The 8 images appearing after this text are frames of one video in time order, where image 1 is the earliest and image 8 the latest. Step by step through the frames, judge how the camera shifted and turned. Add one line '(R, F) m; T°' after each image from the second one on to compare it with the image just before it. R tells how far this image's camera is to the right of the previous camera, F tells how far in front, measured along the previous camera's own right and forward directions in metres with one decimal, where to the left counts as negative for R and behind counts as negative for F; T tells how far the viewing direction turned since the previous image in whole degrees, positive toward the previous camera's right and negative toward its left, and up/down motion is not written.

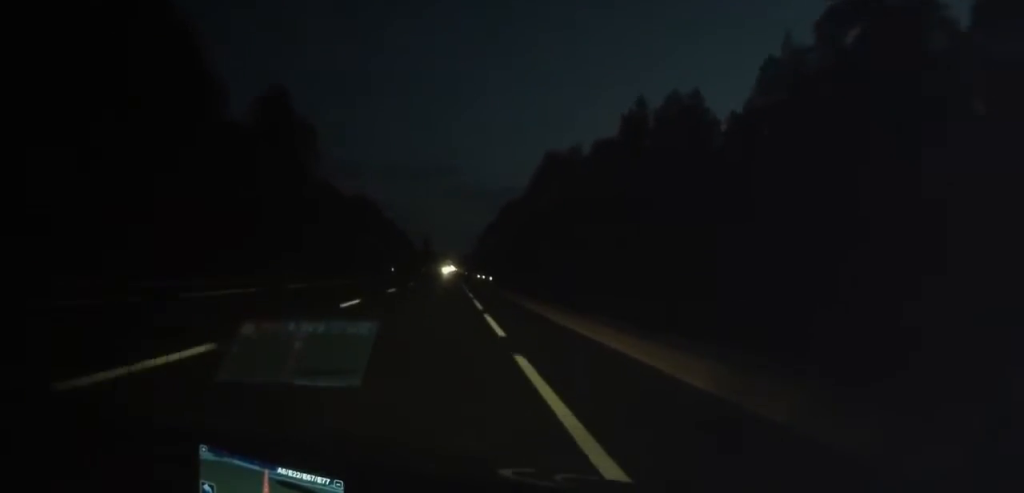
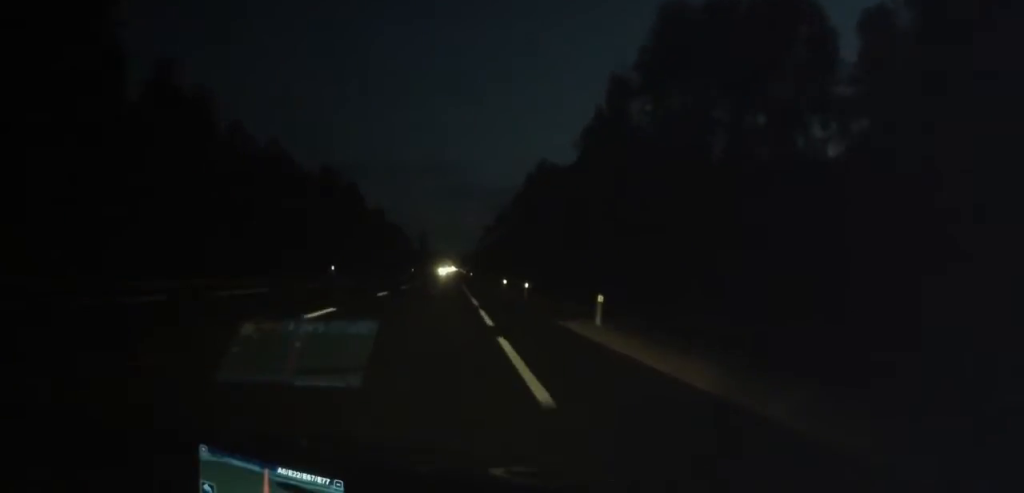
(+0.3, +52.1) m; 0°
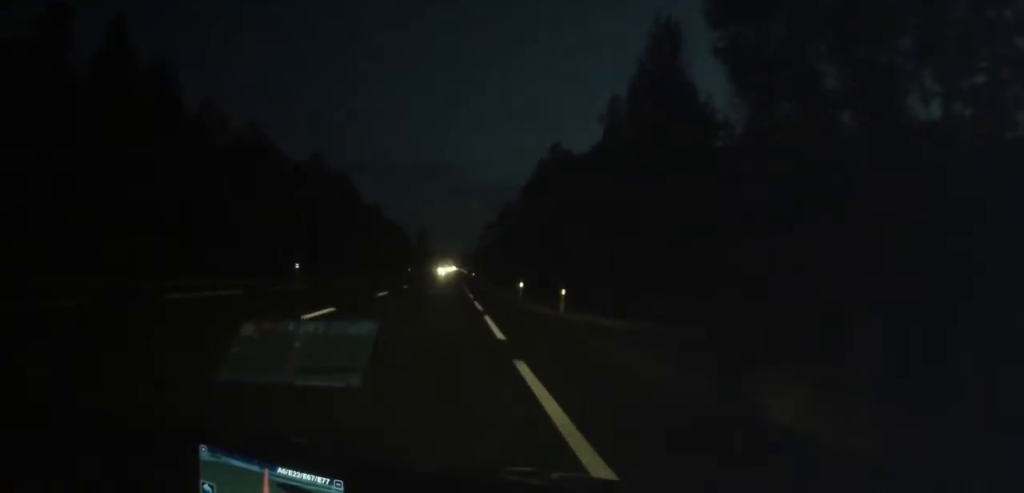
(0.0, +12.3) m; 0°
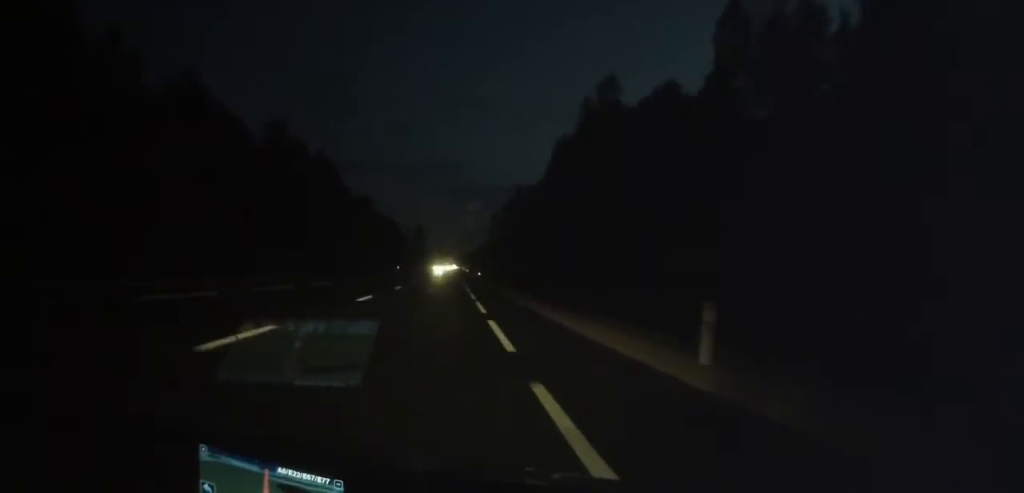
(0.0, +29.1) m; 0°
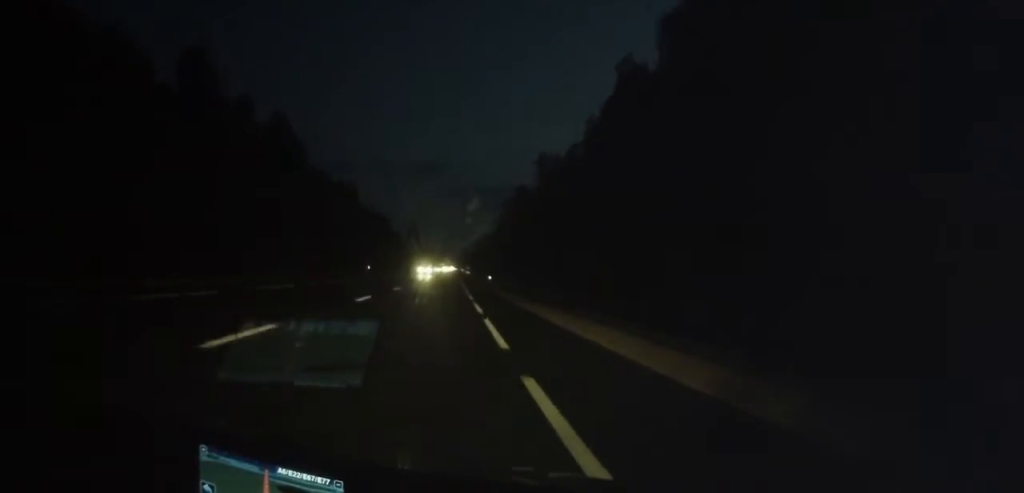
(0.0, +35.9) m; 0°
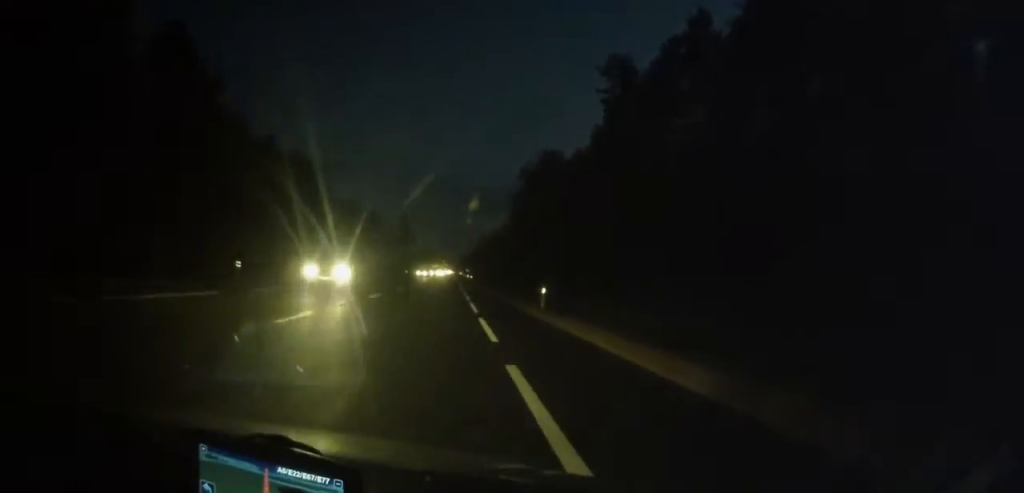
(-0.2, +44.7) m; 0°
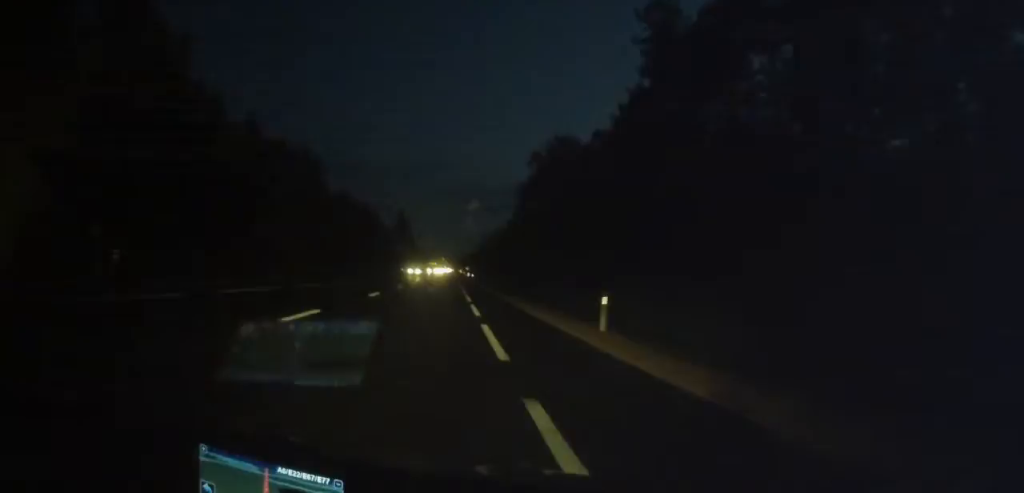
(+0.1, +11.4) m; 0°
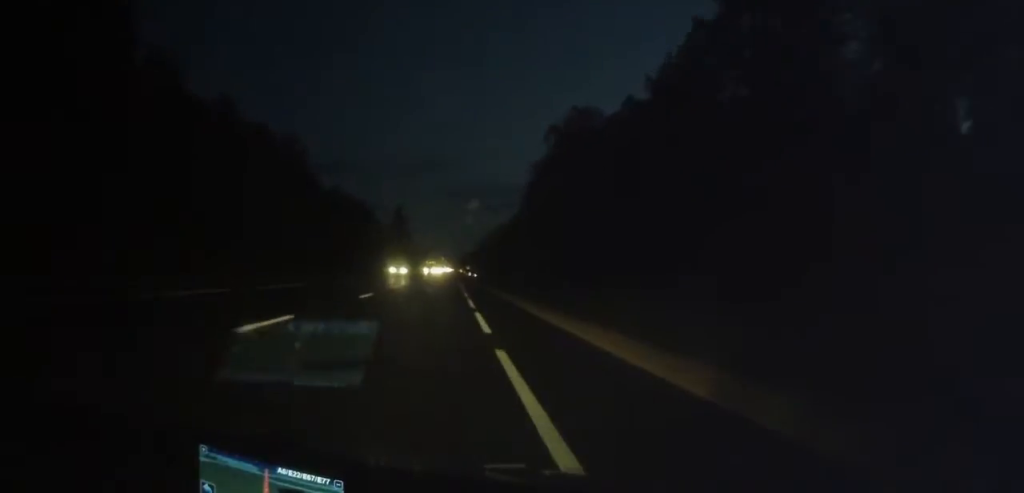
(+0.2, +14.2) m; 0°
